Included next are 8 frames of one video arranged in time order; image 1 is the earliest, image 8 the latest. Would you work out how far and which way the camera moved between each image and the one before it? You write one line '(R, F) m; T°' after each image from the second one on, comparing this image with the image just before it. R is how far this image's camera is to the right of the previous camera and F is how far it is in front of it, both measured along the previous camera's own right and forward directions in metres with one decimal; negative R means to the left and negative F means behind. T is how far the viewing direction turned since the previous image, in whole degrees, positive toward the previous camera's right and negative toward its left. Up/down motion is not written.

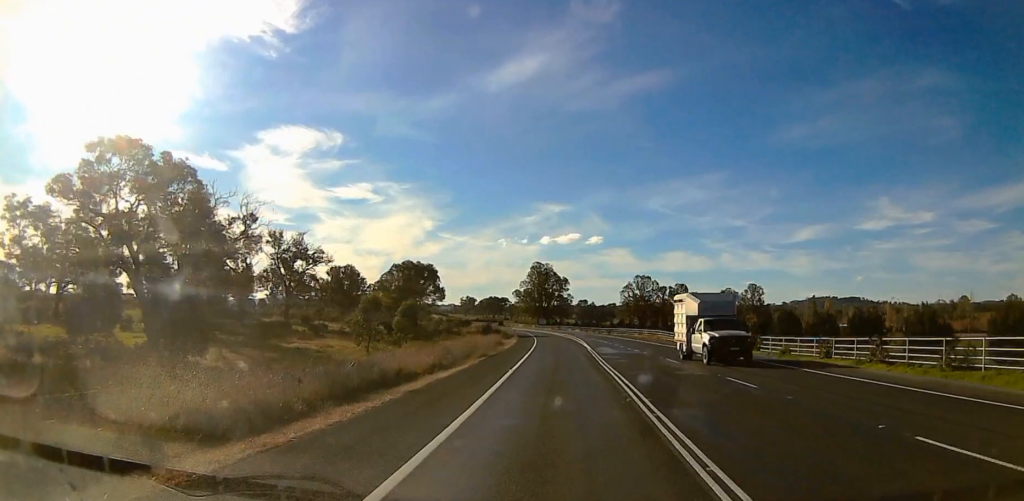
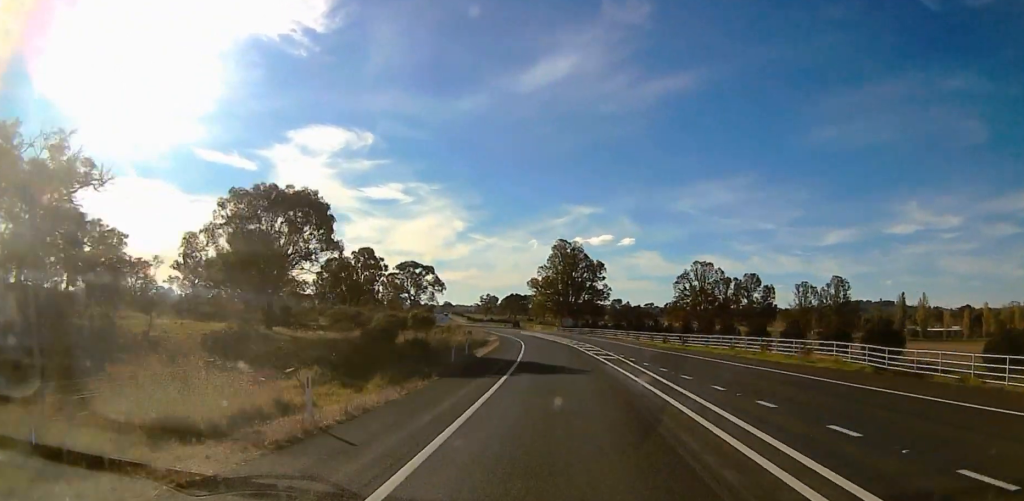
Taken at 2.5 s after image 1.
(0.0, +71.3) m; 0°
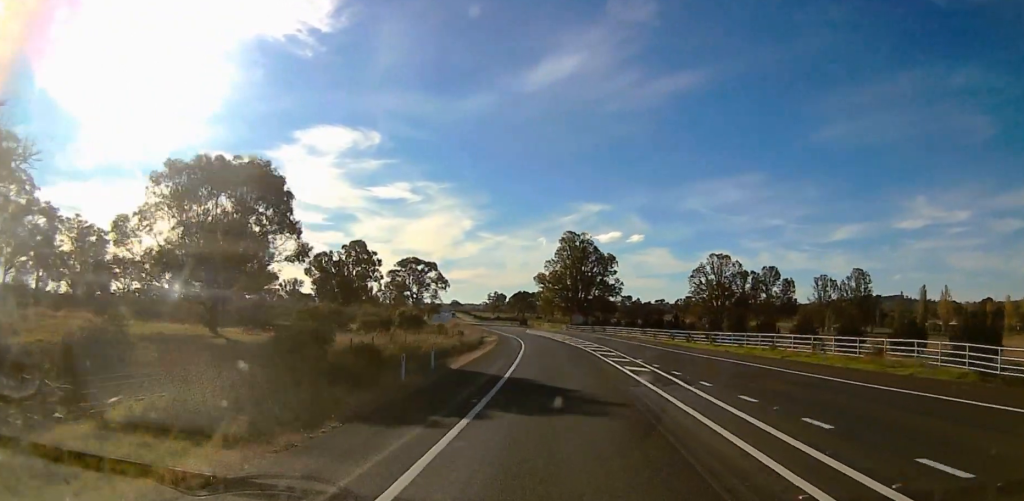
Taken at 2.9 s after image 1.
(0.0, +11.6) m; 0°
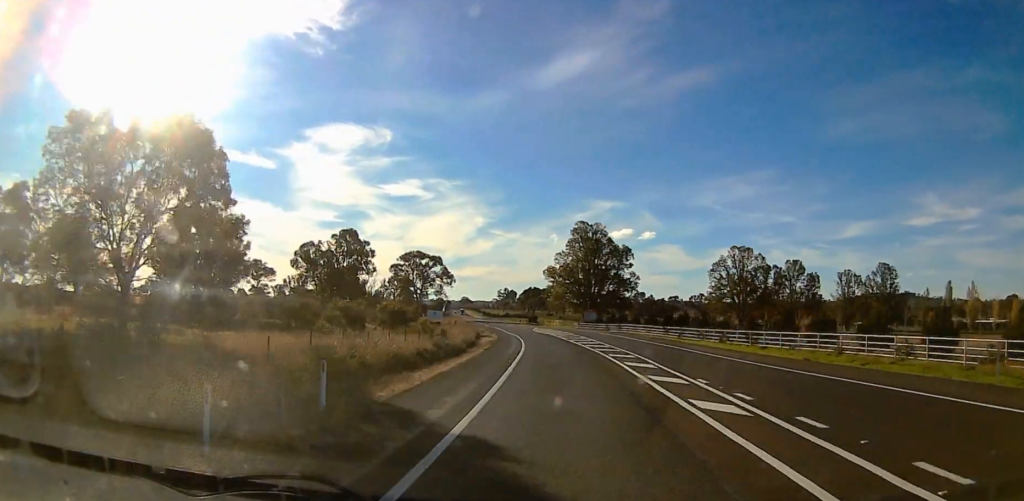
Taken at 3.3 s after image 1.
(0.0, +12.6) m; 0°
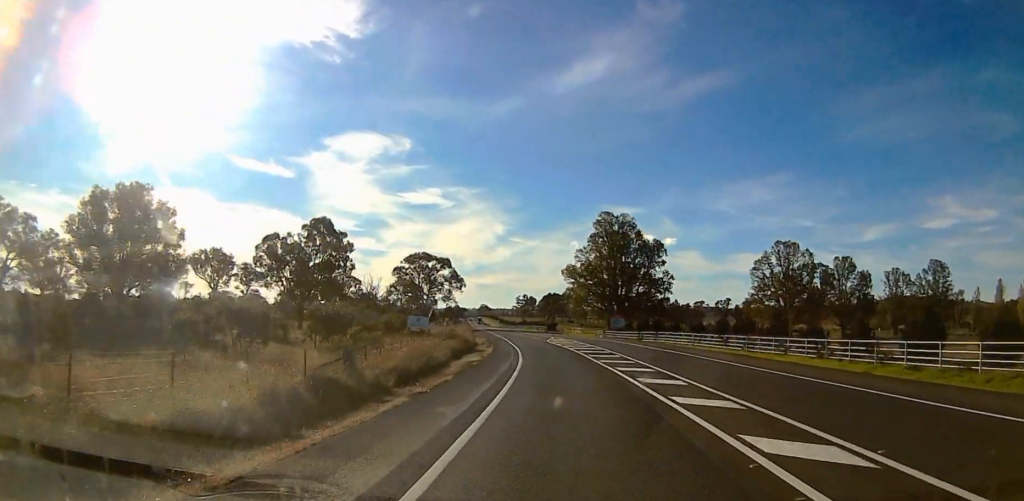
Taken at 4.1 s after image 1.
(0.0, +23.2) m; 0°
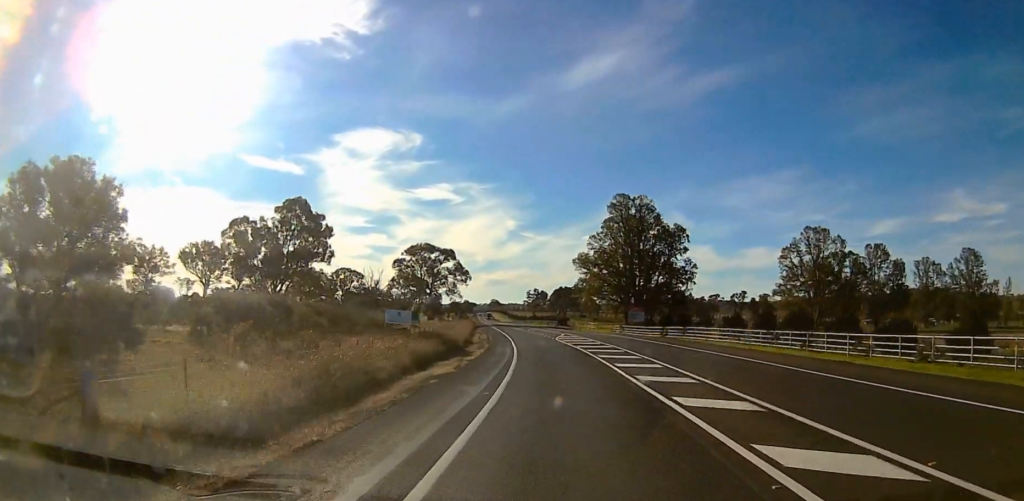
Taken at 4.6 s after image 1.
(0.0, +13.5) m; -1°
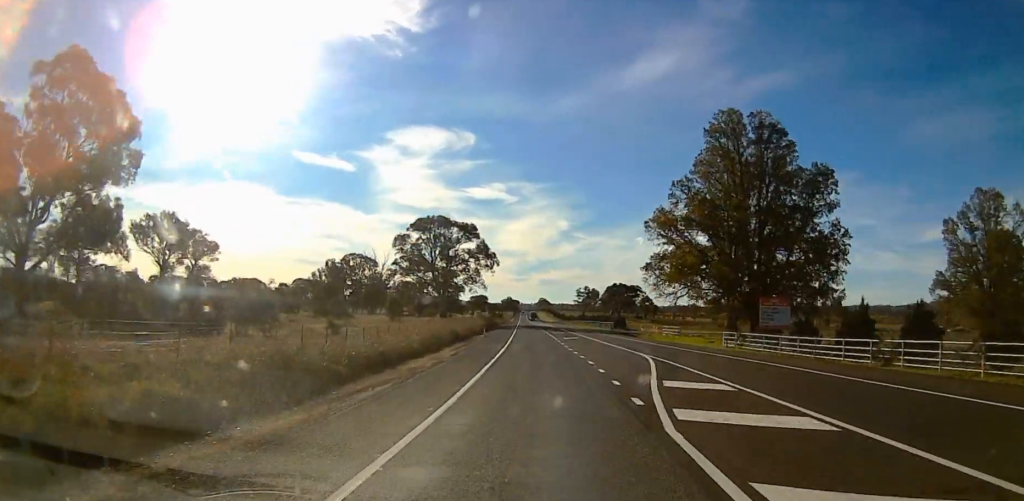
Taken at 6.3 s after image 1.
(-3.0, +50.7) m; -8°
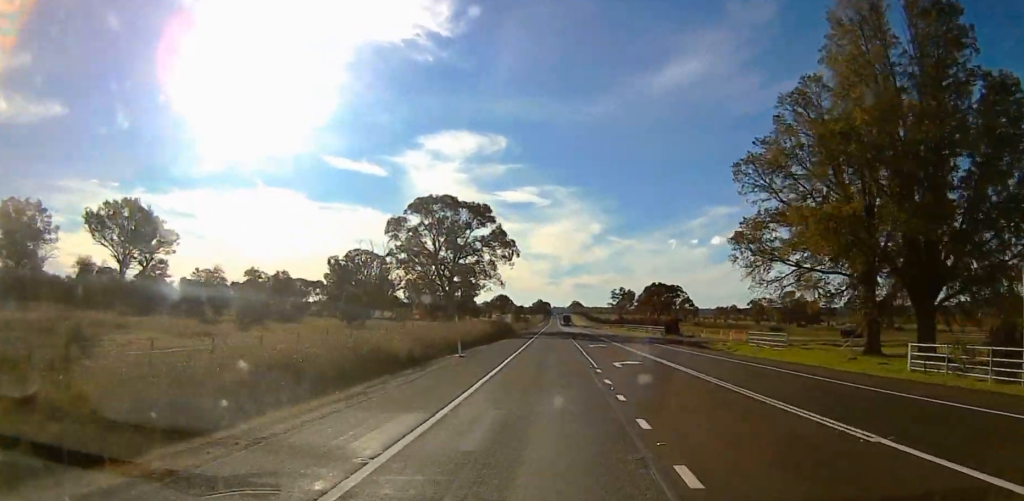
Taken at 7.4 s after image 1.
(-1.2, +30.5) m; -2°
